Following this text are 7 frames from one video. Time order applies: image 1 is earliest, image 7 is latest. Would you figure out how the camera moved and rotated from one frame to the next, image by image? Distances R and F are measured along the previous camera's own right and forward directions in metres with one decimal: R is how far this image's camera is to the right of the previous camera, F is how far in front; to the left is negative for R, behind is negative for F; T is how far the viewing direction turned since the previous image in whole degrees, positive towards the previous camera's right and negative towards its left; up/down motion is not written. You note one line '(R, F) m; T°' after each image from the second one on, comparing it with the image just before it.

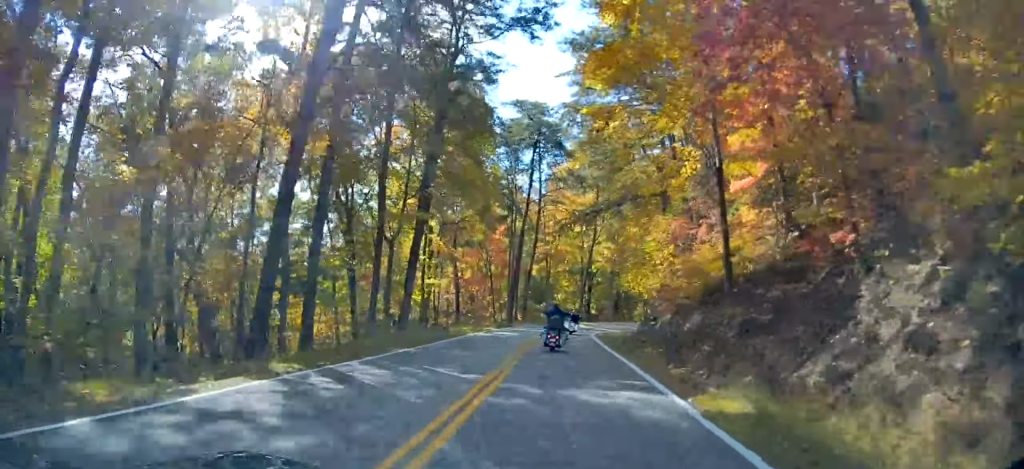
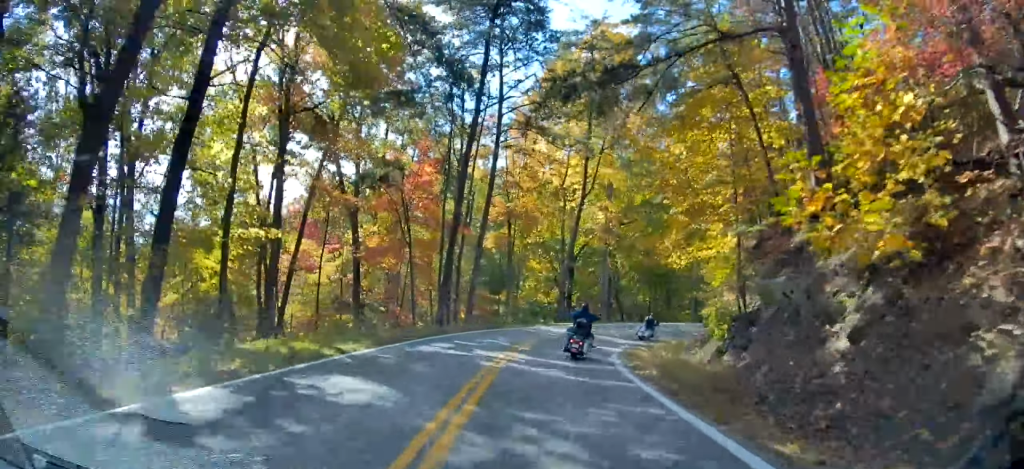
(+1.2, +22.0) m; +5°
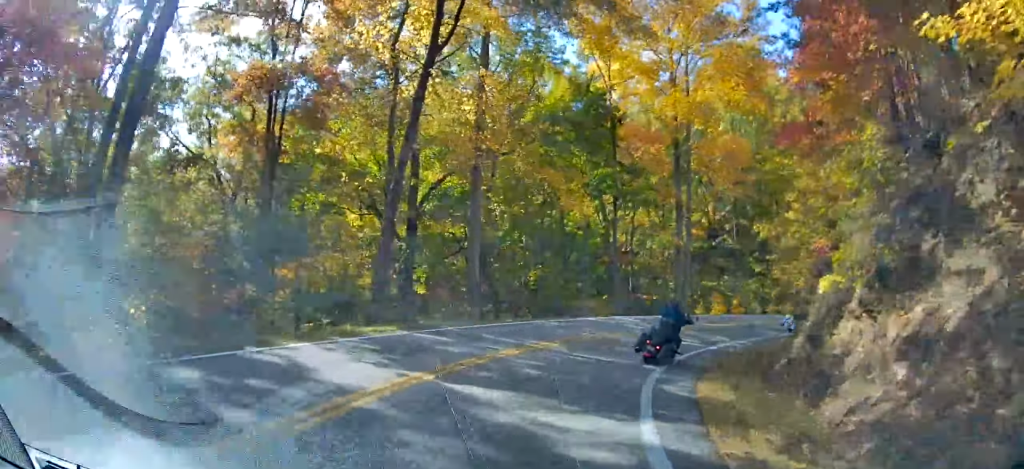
(+0.7, +21.9) m; +15°
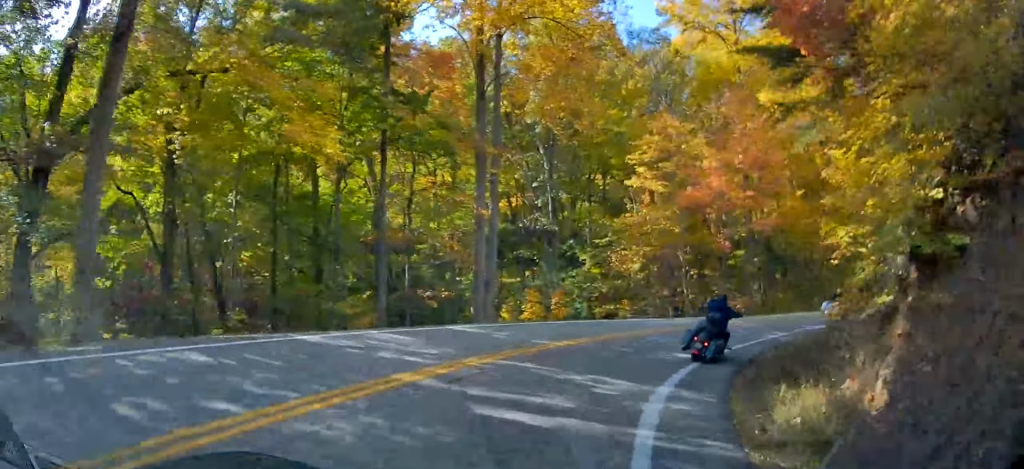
(+3.5, +13.2) m; +27°
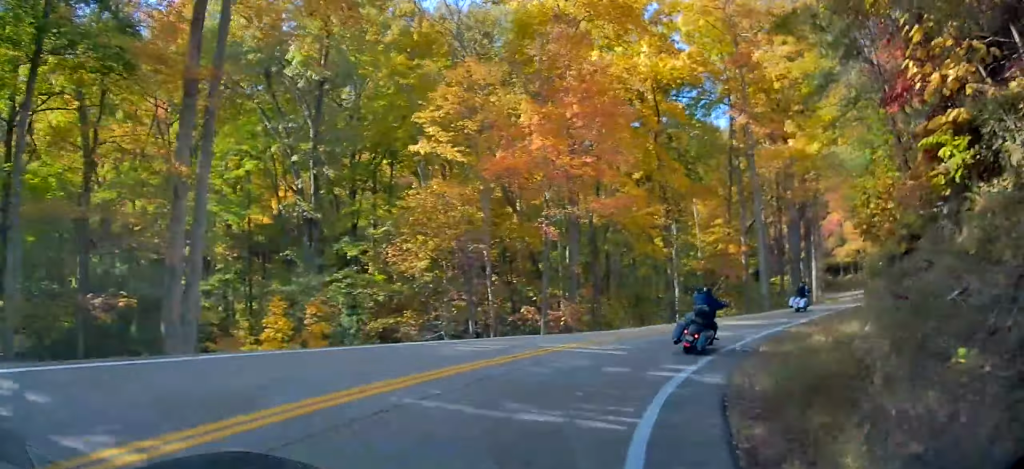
(+1.7, +10.7) m; +18°
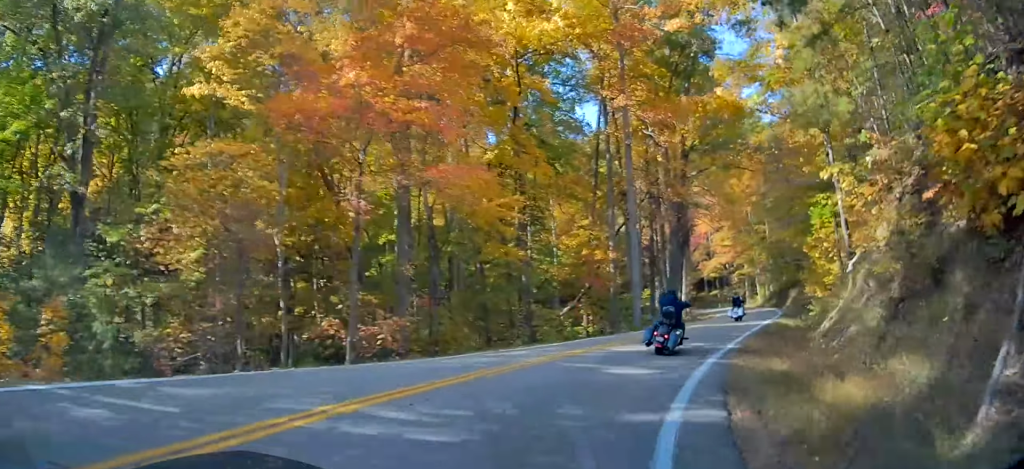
(+1.0, +8.8) m; +11°
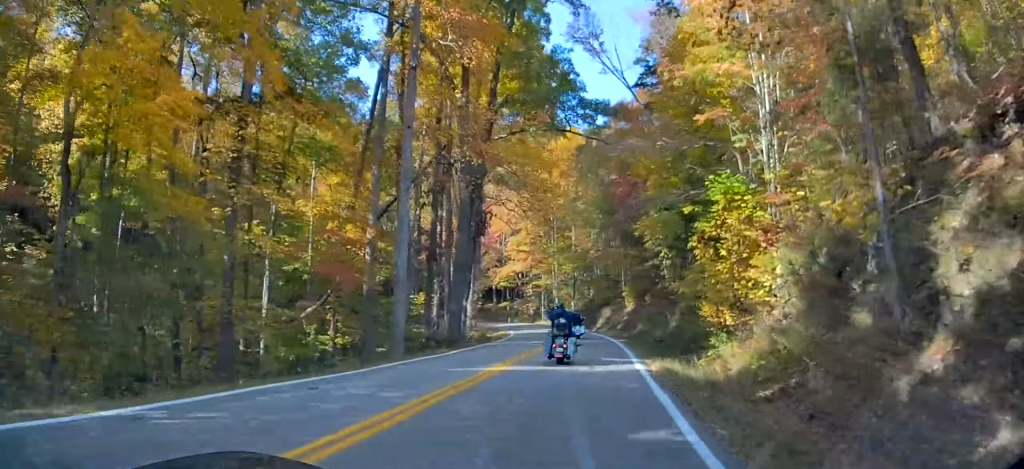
(+2.6, +16.9) m; +12°
